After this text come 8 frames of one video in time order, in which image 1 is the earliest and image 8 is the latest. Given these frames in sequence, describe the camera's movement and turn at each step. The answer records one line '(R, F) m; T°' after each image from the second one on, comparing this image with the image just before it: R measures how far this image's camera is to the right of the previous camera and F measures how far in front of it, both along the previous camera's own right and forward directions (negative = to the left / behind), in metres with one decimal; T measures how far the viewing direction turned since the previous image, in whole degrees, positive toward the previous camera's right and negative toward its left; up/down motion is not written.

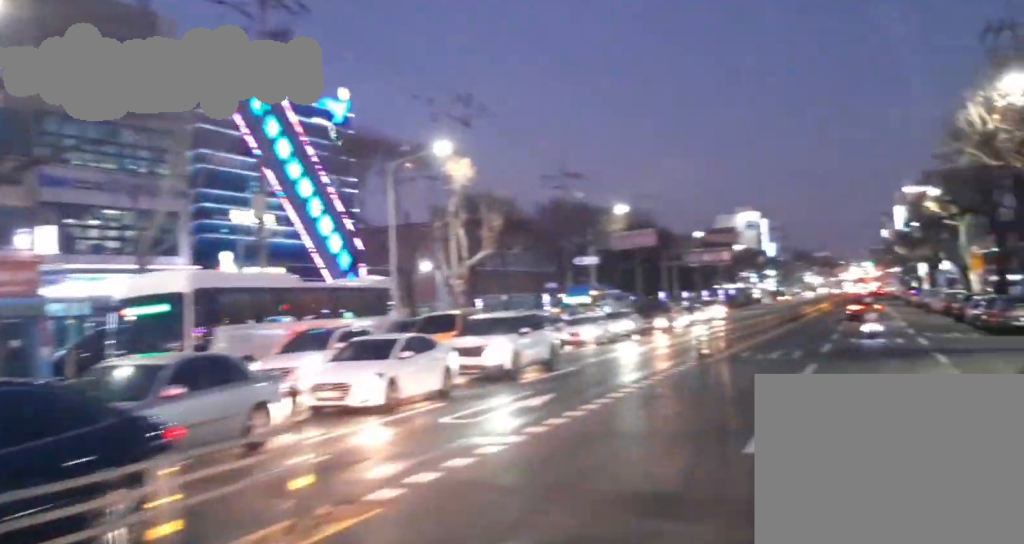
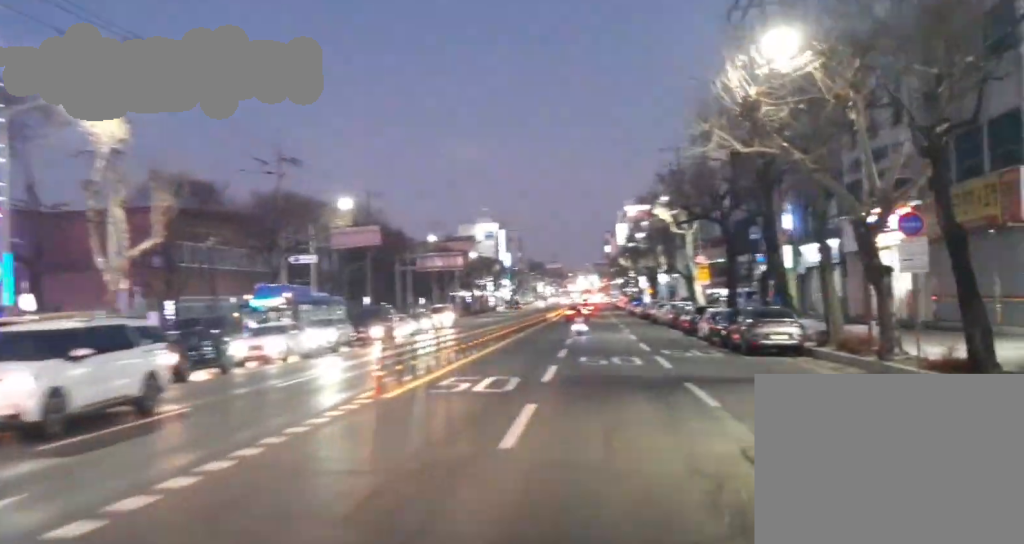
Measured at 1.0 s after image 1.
(+1.5, +8.4) m; +15°
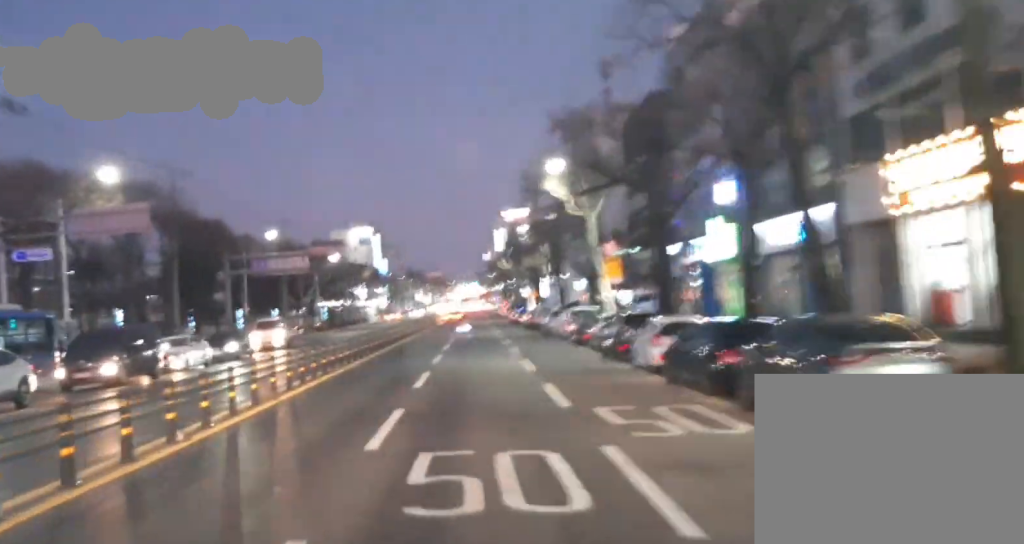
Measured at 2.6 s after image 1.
(+1.3, +16.5) m; +4°
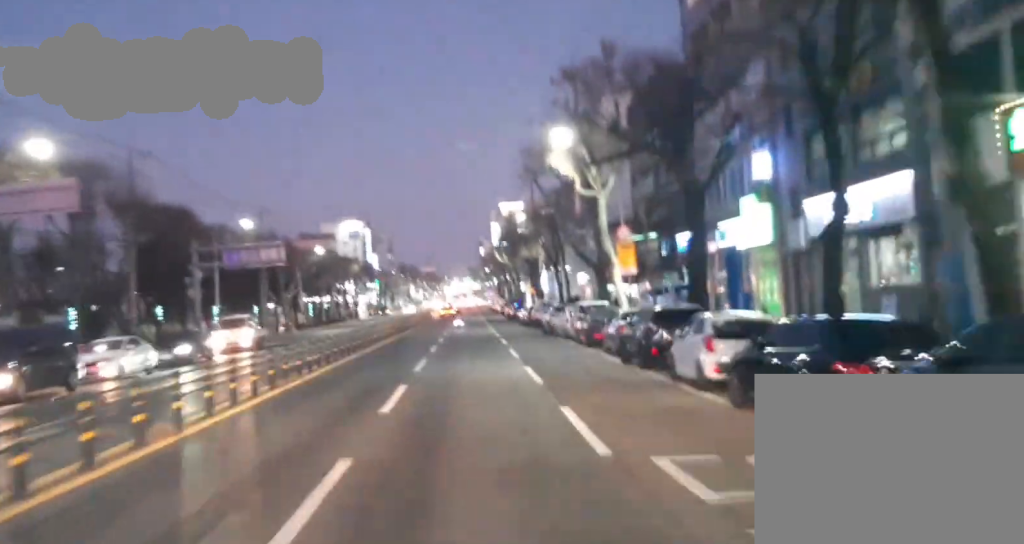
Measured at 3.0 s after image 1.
(0.0, +5.2) m; 0°
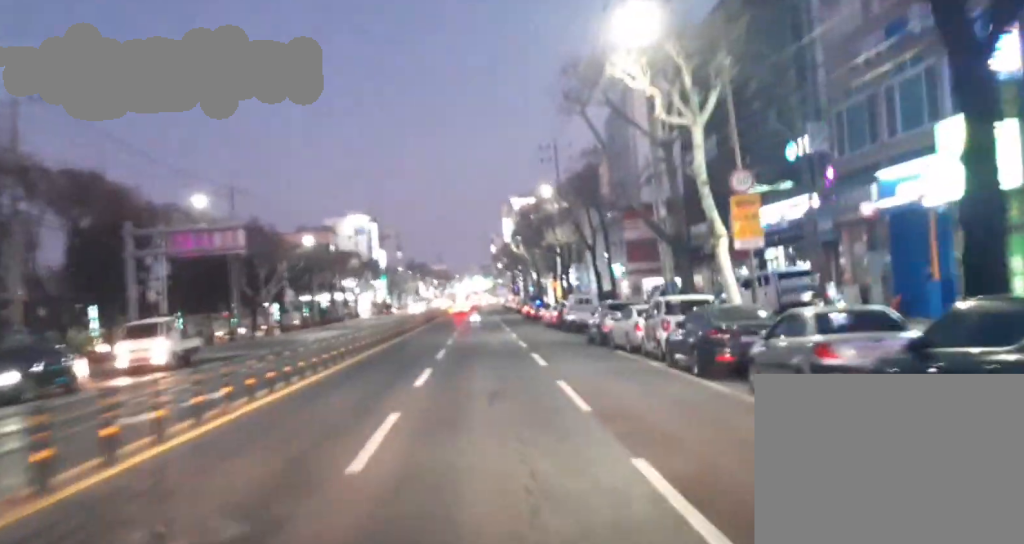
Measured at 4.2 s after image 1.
(-0.2, +14.8) m; -1°
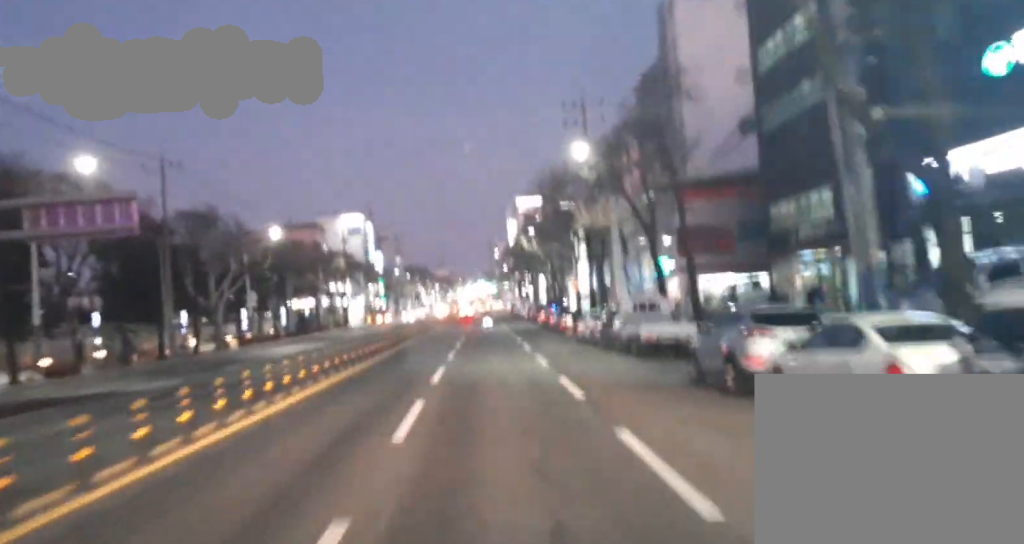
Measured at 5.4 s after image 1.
(+0.1, +16.2) m; +1°
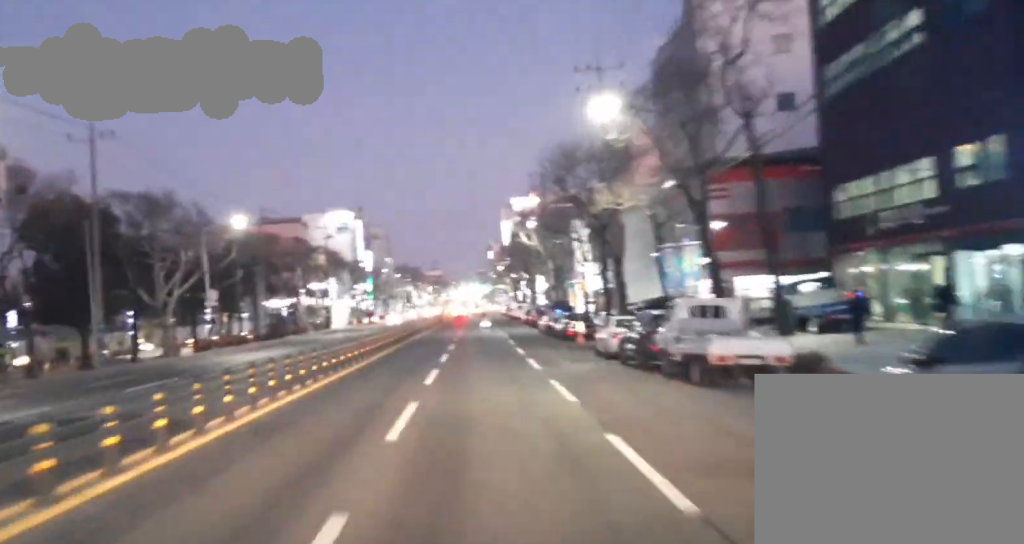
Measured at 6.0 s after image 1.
(0.0, +8.5) m; +2°
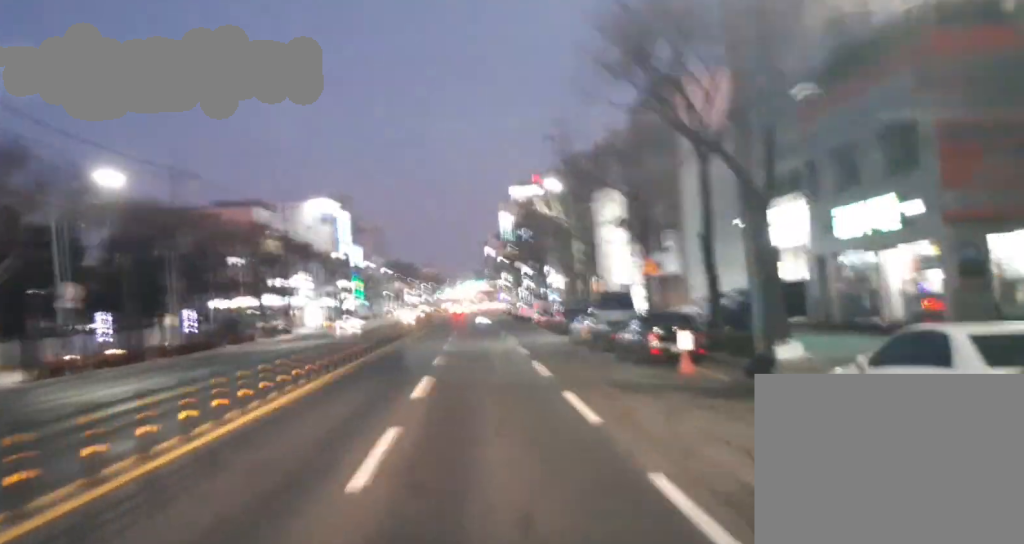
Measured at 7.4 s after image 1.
(+1.0, +21.9) m; +6°
